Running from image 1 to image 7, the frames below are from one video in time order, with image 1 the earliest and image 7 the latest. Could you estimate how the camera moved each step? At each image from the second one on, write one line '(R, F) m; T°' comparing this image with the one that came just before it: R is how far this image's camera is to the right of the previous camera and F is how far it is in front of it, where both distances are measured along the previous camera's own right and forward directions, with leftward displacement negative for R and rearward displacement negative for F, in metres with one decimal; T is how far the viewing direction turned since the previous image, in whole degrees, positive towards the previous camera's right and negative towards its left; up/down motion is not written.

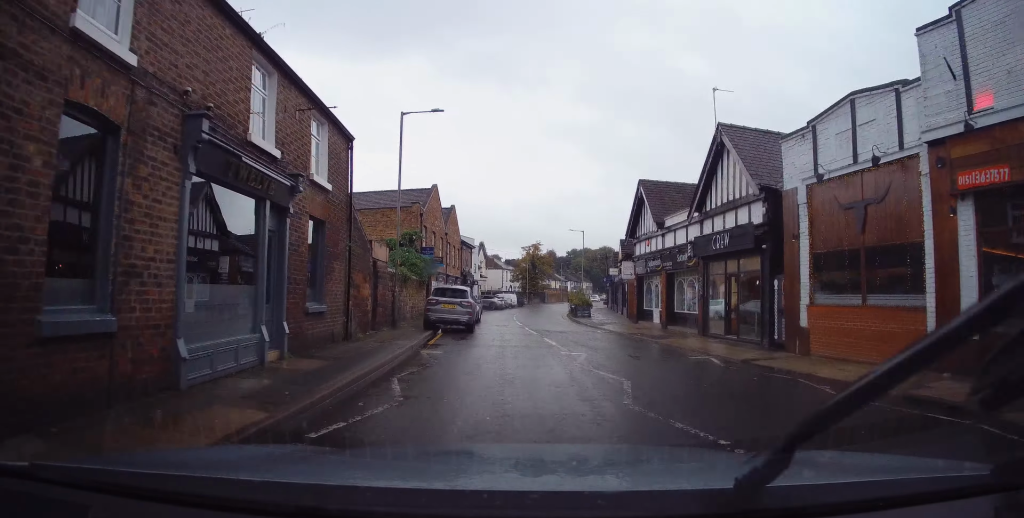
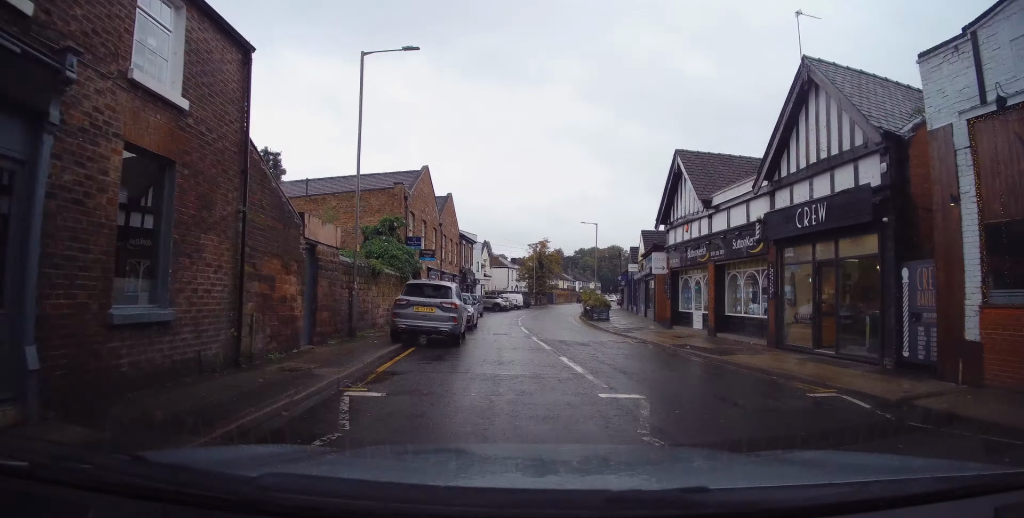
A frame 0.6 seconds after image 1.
(0.0, +5.5) m; +1°
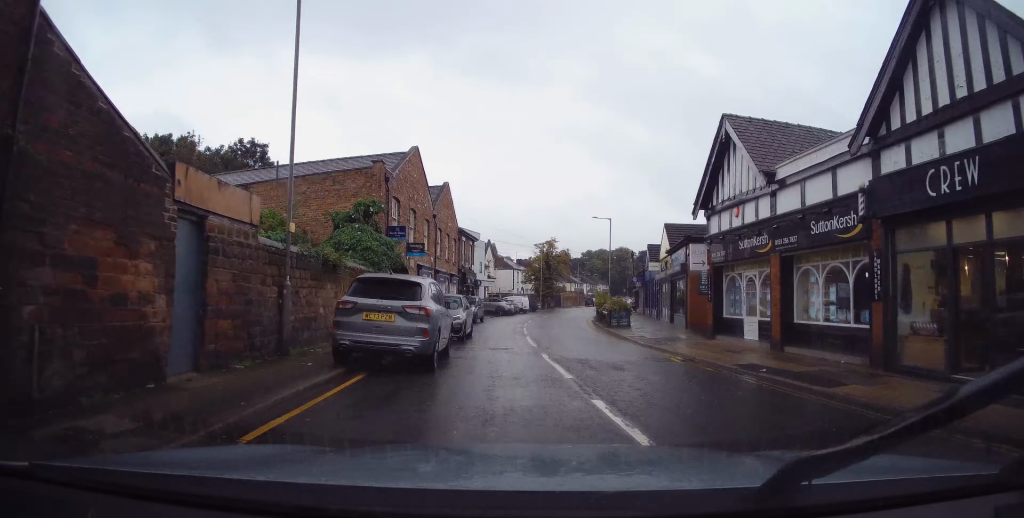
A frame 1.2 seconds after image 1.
(0.0, +4.6) m; +2°
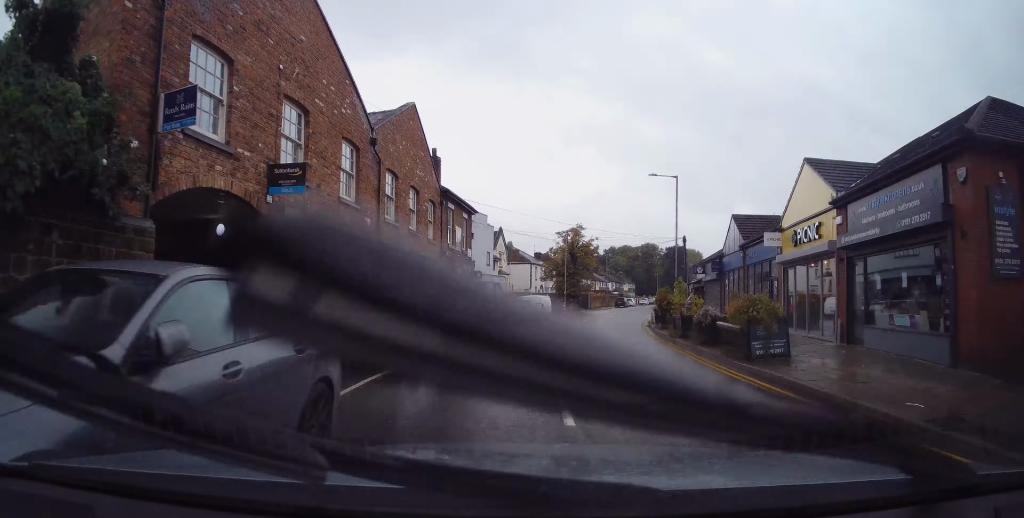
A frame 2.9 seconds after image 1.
(+0.5, +15.0) m; -1°
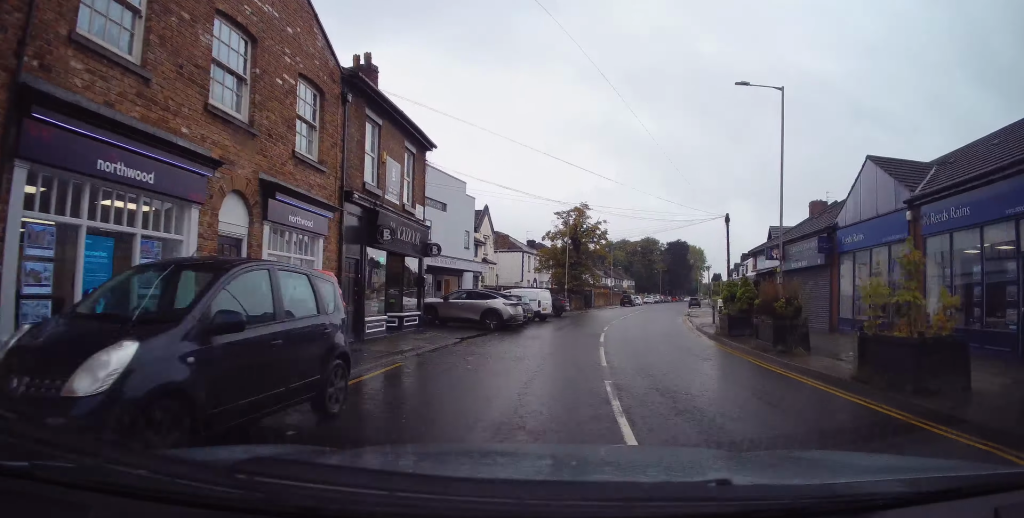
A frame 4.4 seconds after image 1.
(-0.5, +12.8) m; 0°
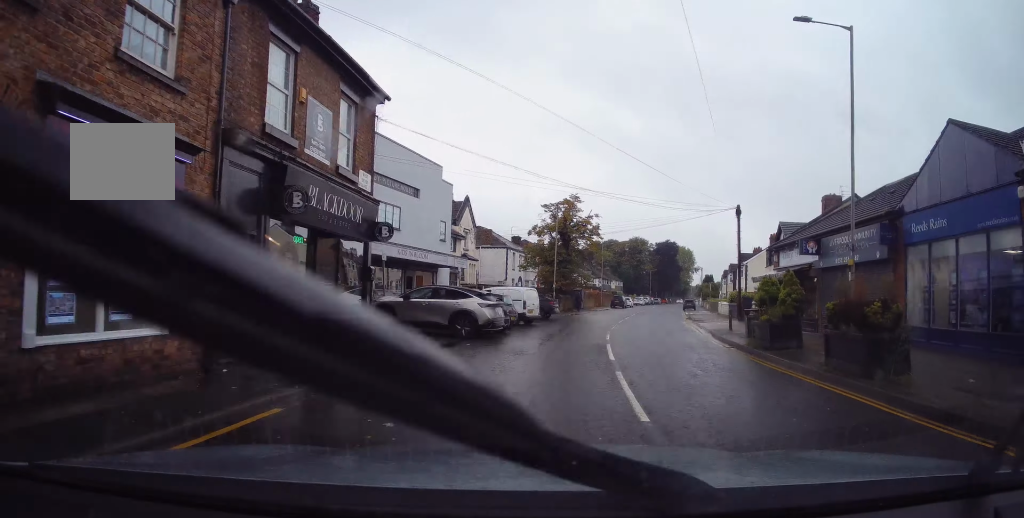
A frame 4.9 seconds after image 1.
(+0.1, +4.7) m; 0°
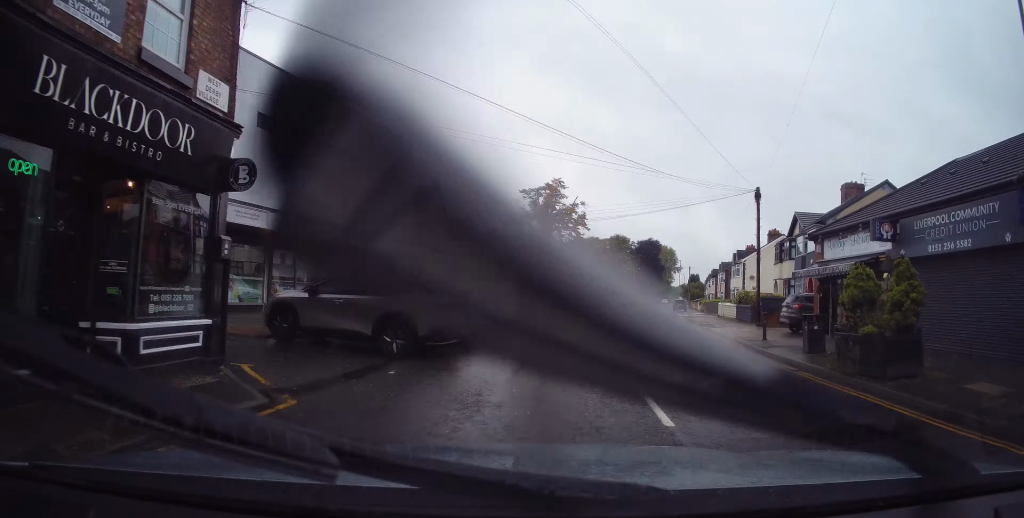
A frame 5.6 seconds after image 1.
(+0.1, +6.2) m; +1°
